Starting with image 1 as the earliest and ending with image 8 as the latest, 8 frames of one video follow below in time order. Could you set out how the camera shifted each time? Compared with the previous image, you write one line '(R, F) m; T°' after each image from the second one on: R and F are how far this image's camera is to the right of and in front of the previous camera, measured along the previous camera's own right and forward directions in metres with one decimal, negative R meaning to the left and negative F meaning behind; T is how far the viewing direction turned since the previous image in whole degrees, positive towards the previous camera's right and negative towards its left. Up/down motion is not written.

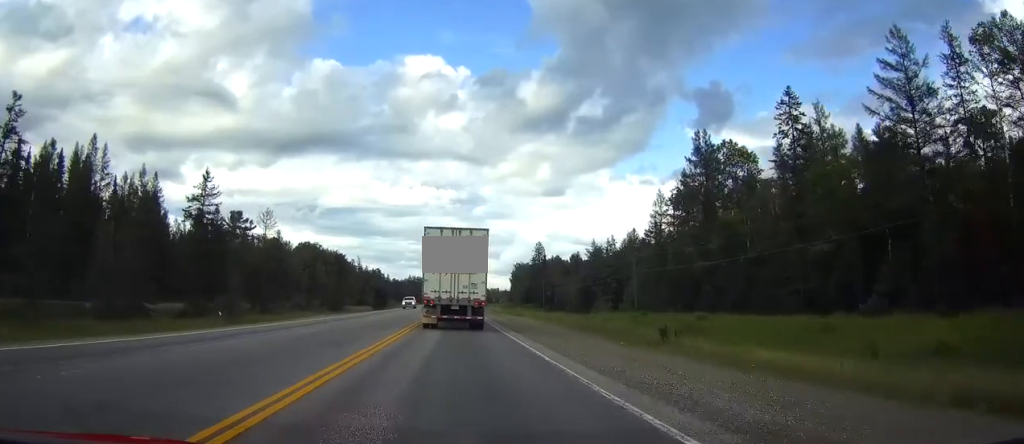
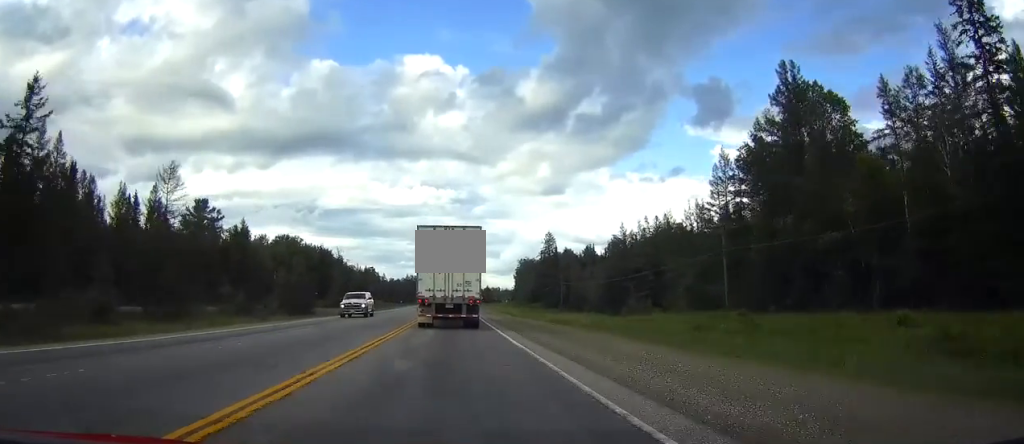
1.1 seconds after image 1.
(0.0, +27.9) m; 0°
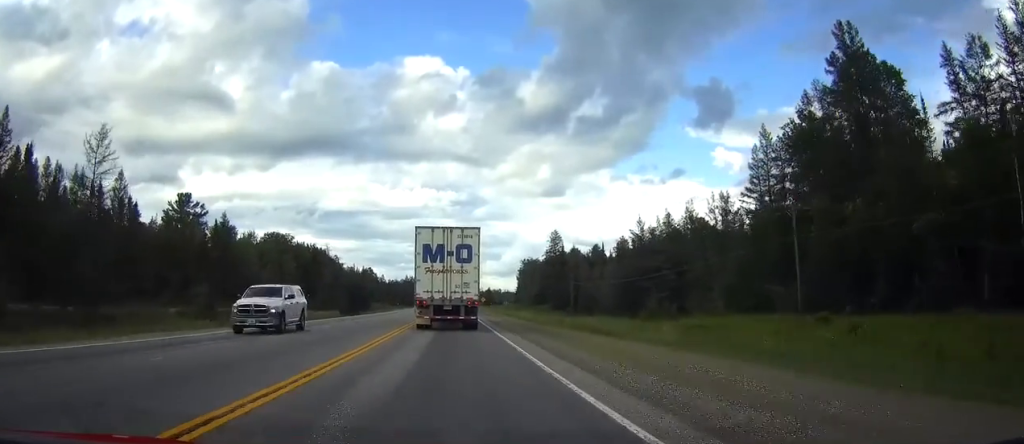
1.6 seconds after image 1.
(0.0, +12.1) m; 0°
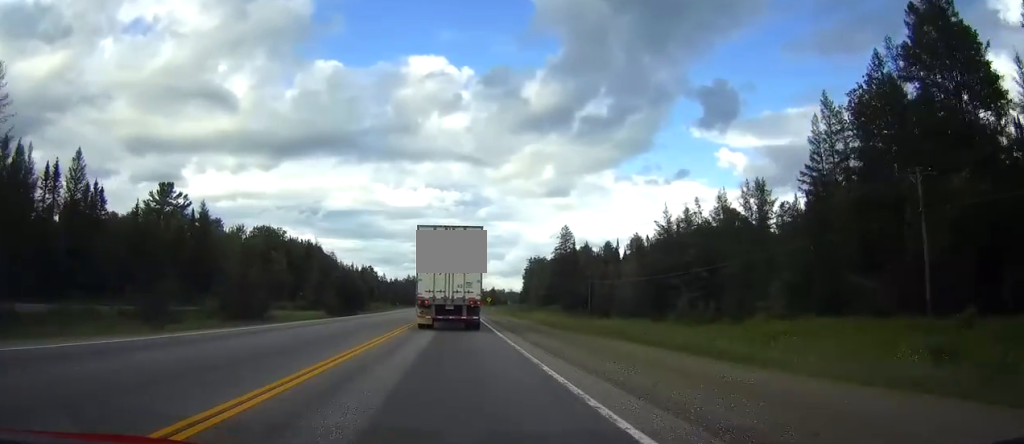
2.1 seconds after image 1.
(0.0, +13.0) m; 0°
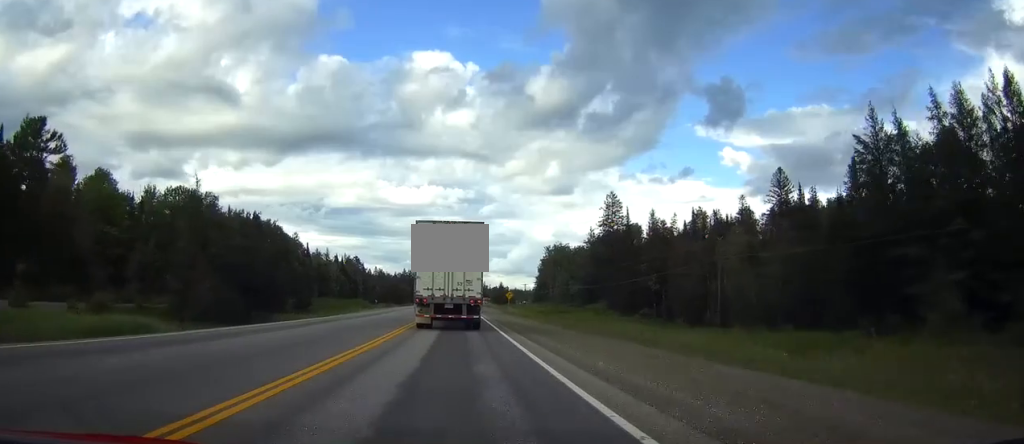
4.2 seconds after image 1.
(-0.3, +54.7) m; 0°
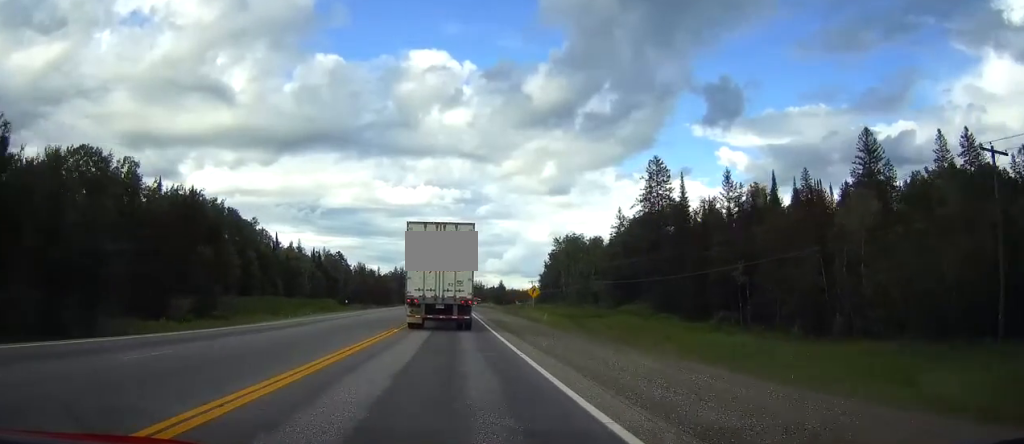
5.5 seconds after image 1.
(+0.2, +33.3) m; 0°
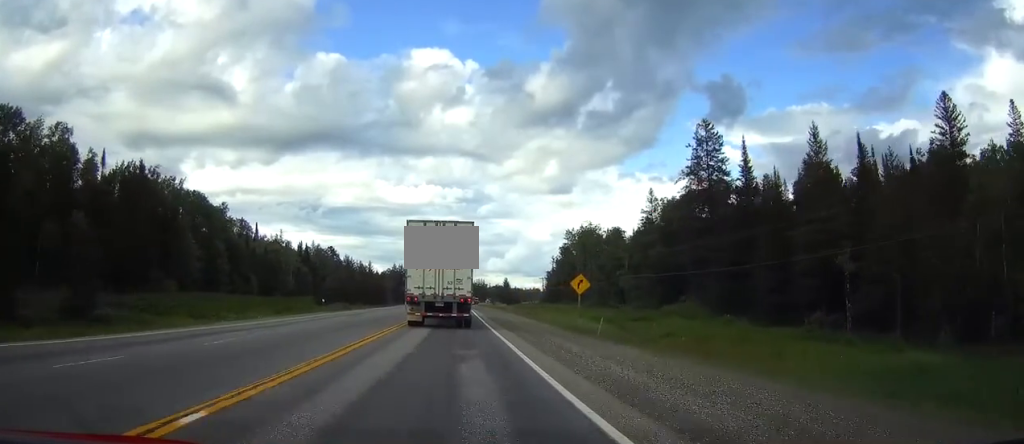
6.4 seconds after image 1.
(0.0, +20.6) m; 0°
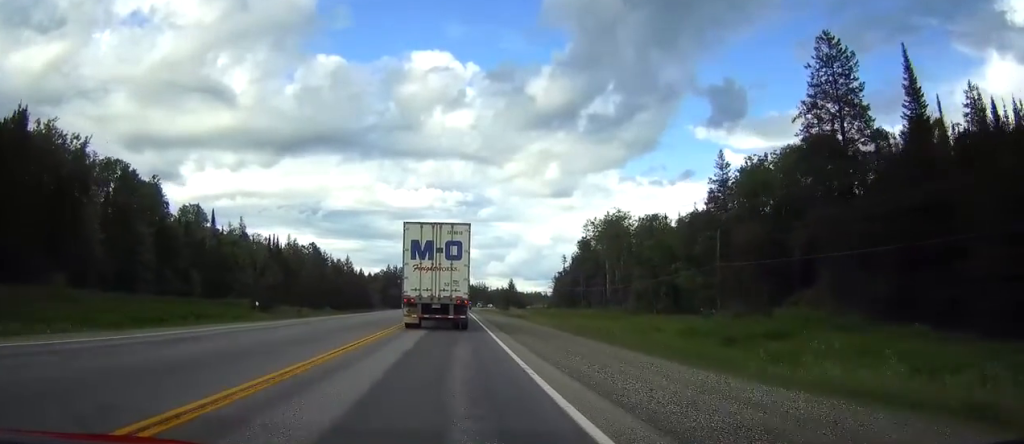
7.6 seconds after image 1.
(-0.2, +30.5) m; 0°
